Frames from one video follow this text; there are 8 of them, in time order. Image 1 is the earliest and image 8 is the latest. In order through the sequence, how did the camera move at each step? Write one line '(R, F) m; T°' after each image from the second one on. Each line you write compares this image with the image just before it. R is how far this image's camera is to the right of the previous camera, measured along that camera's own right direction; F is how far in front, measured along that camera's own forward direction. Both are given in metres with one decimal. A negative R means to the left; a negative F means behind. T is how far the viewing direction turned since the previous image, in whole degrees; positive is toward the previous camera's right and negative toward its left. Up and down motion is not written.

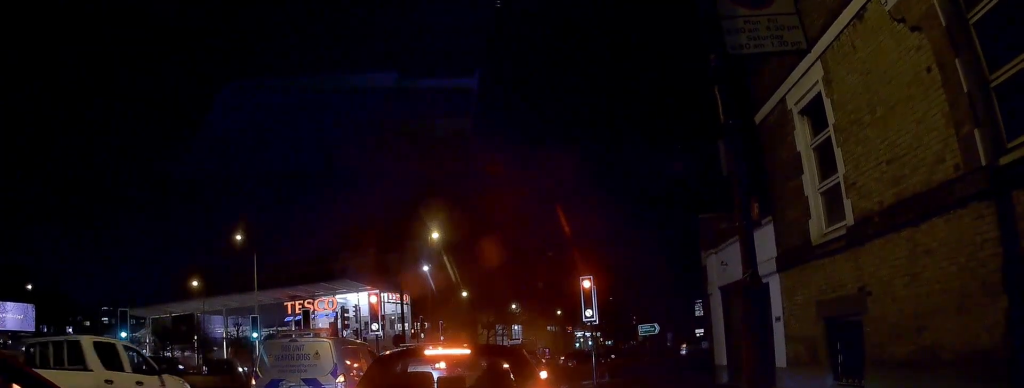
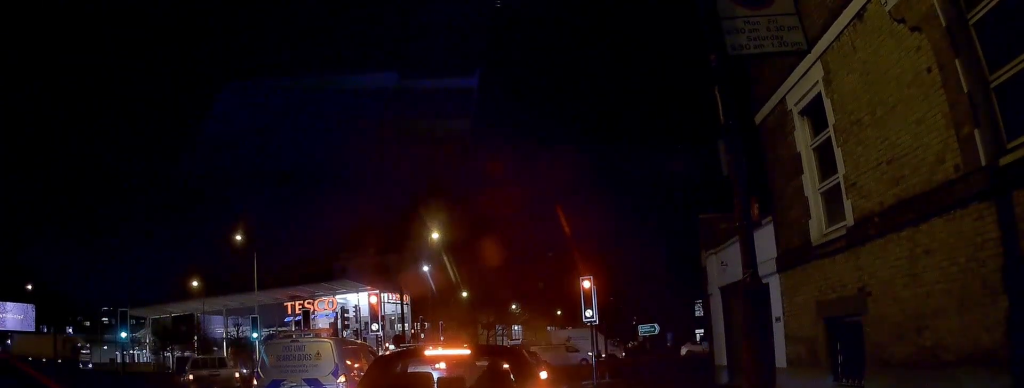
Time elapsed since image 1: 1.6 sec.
(0.0, 0.0) m; 0°
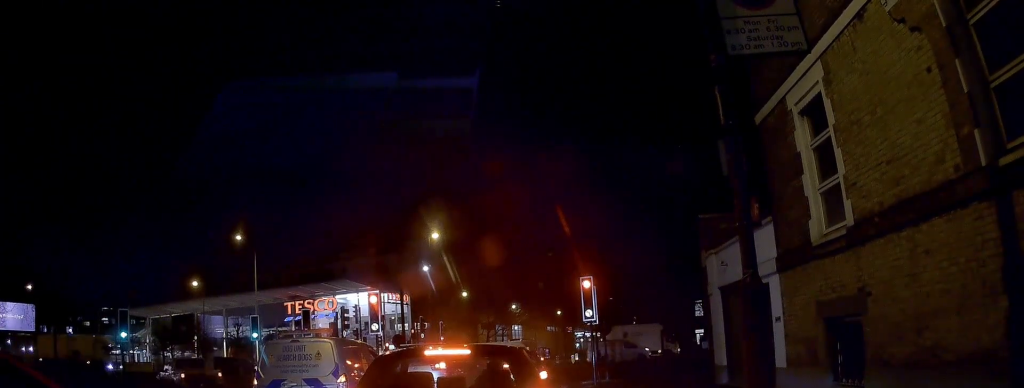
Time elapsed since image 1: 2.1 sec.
(0.0, 0.0) m; 0°
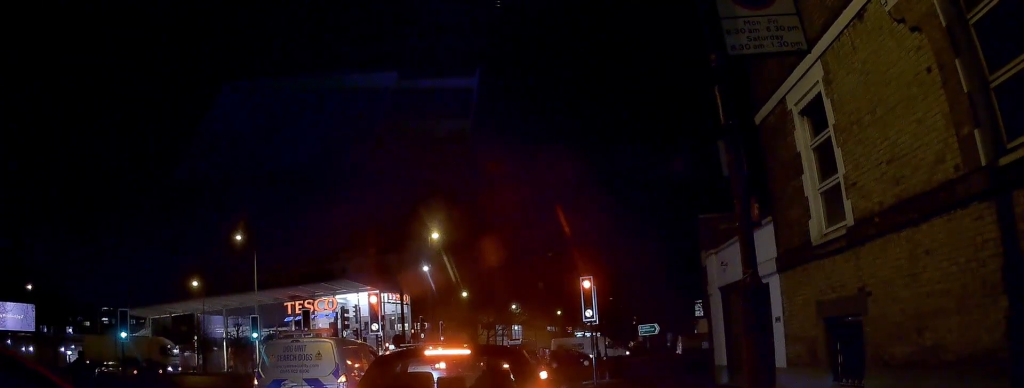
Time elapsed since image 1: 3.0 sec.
(0.0, 0.0) m; 0°
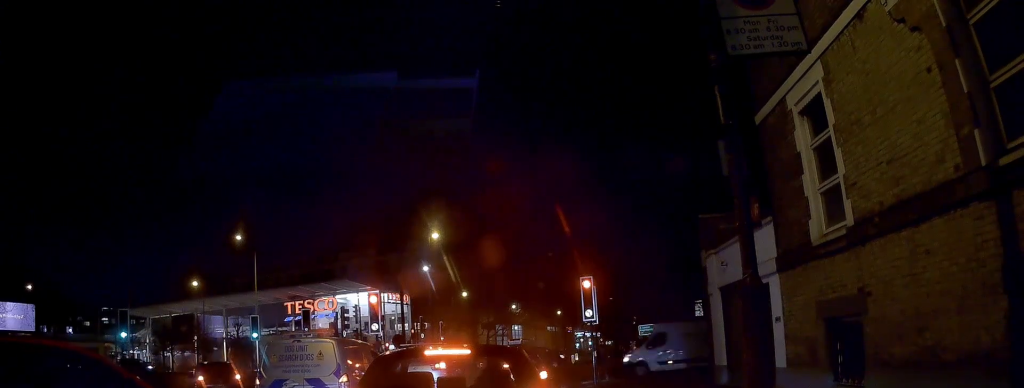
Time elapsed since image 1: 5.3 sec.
(0.0, 0.0) m; 0°
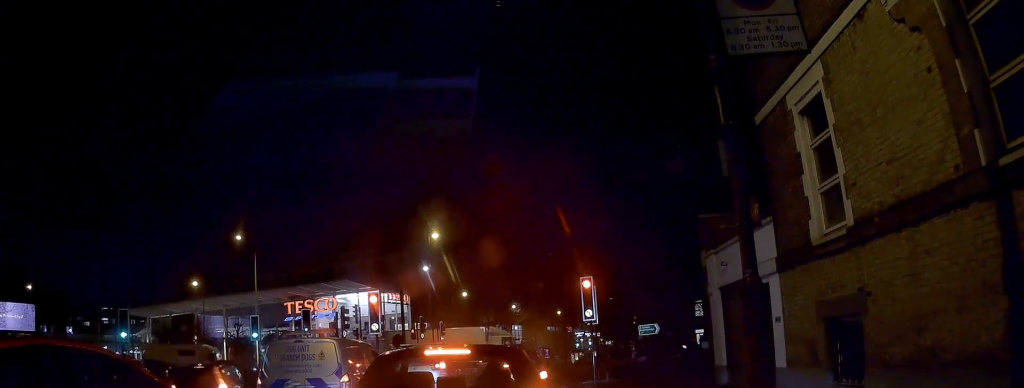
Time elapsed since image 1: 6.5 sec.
(0.0, 0.0) m; 0°
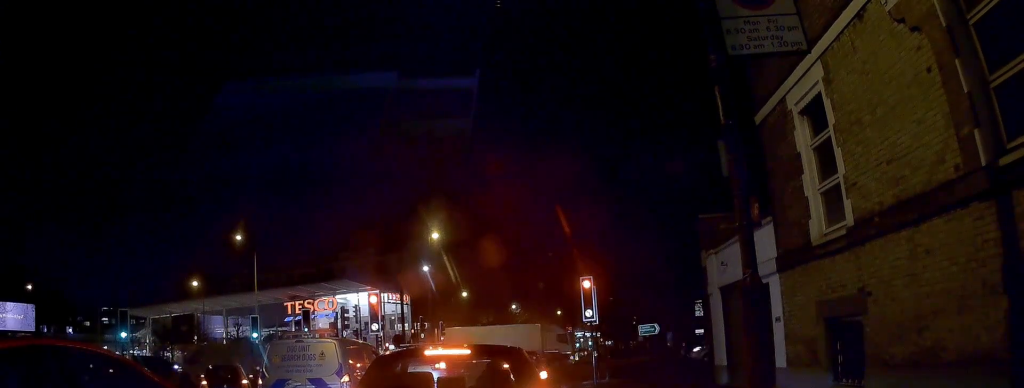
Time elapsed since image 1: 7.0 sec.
(0.0, 0.0) m; 0°
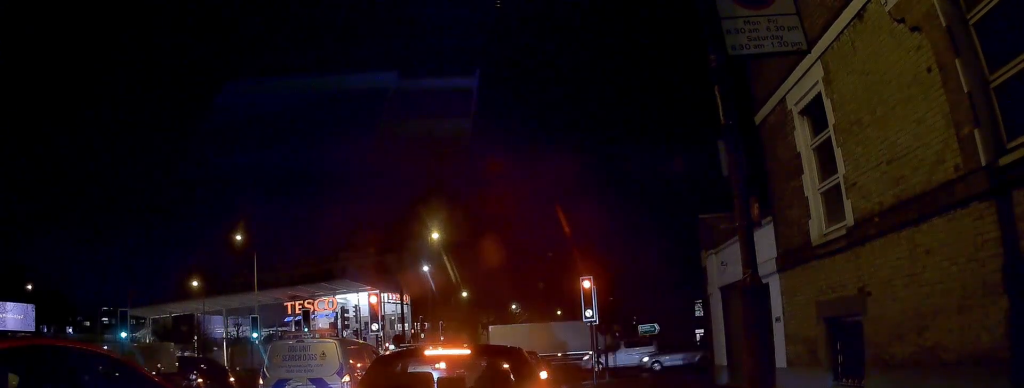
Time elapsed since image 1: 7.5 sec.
(0.0, 0.0) m; 0°
